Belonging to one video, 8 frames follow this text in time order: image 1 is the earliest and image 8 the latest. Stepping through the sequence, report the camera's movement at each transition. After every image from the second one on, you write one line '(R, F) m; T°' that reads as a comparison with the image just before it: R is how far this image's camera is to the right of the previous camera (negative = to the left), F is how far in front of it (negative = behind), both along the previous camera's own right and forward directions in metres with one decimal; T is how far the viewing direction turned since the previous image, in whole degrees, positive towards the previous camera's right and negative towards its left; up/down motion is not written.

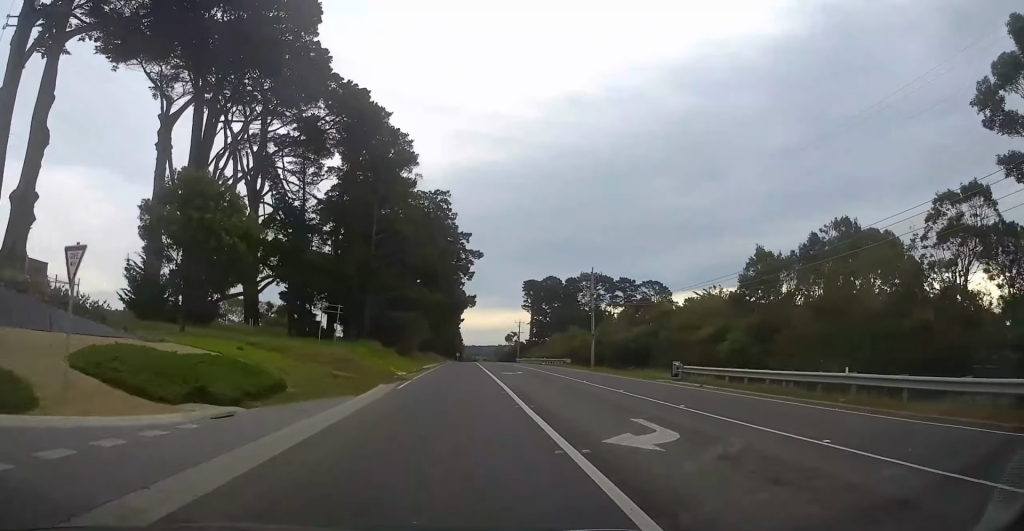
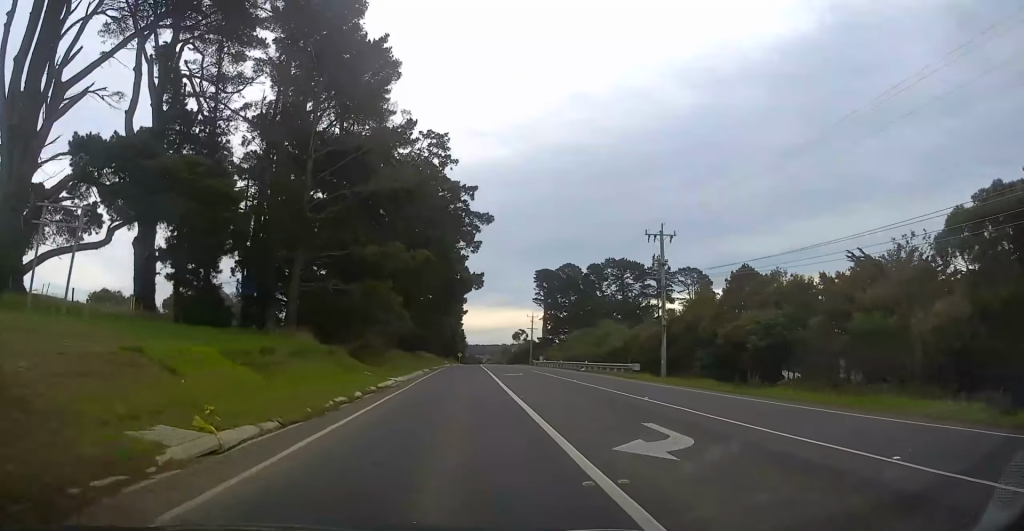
(-0.3, +27.0) m; -1°
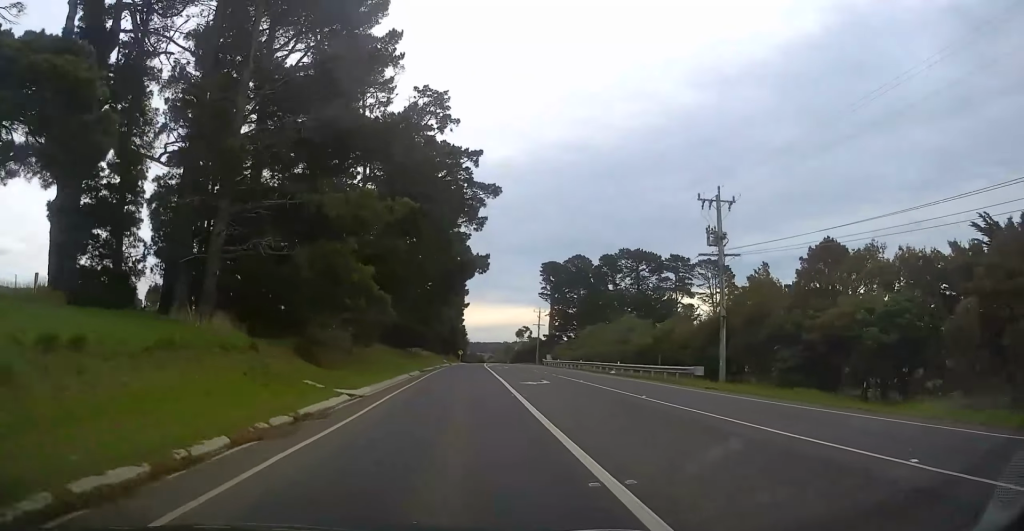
(-0.2, +12.1) m; 0°
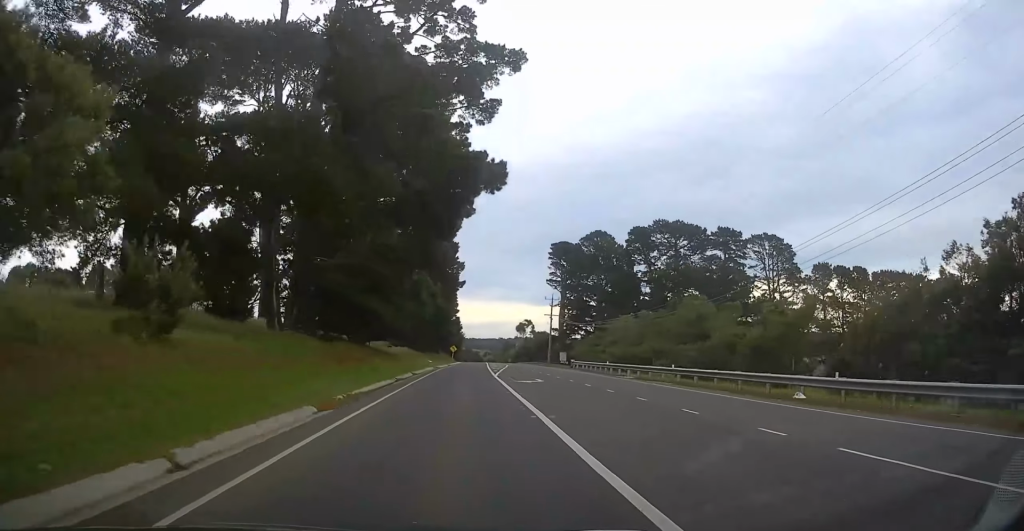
(+0.2, +27.8) m; +1°
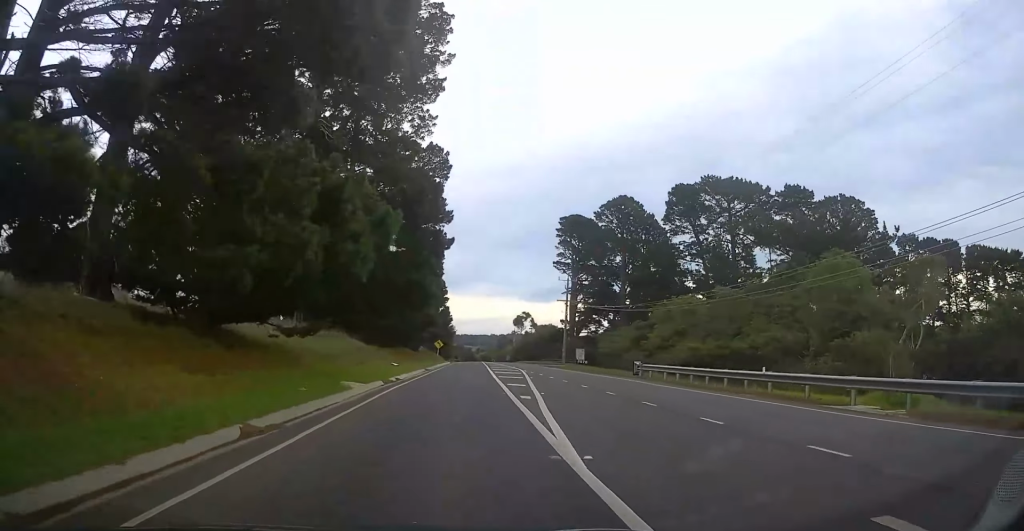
(+0.2, +26.6) m; 0°
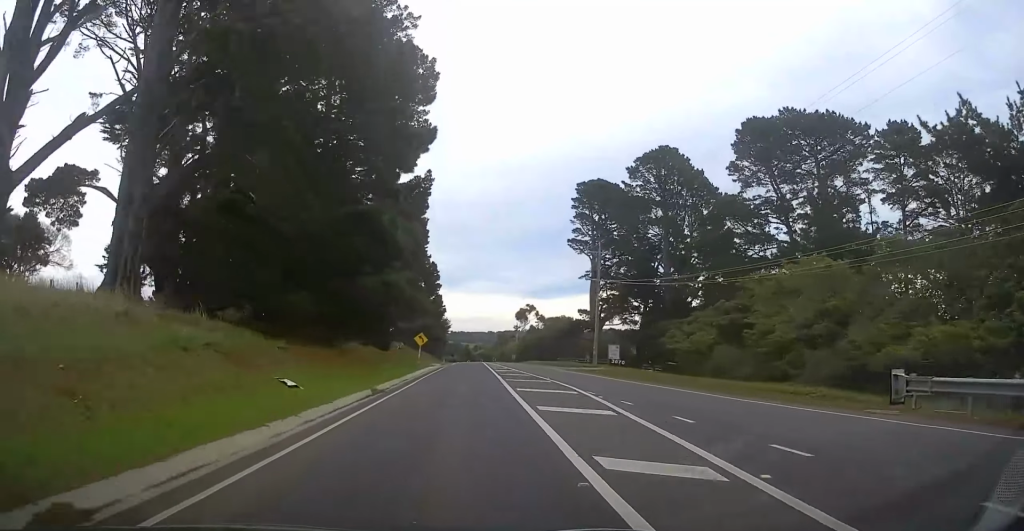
(-0.2, +23.0) m; 0°
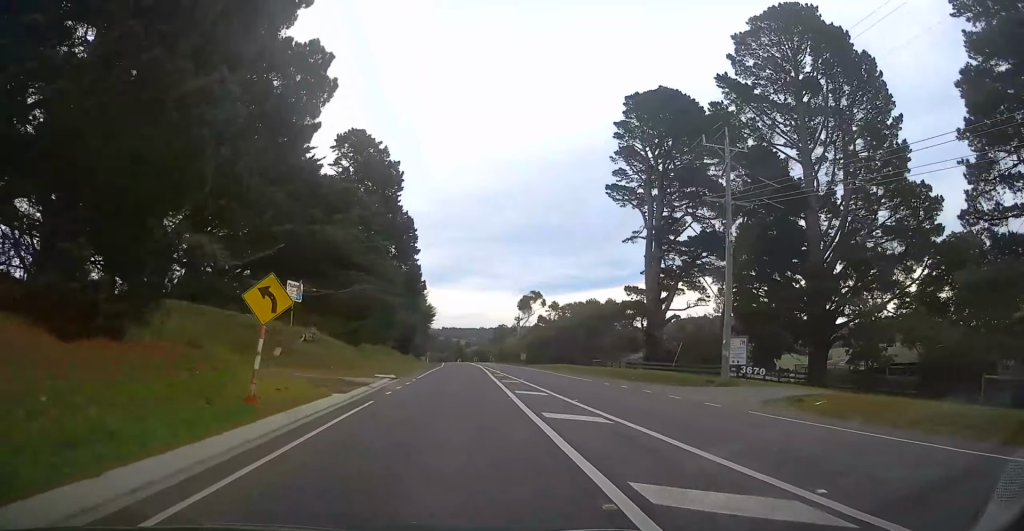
(+0.2, +35.4) m; +1°
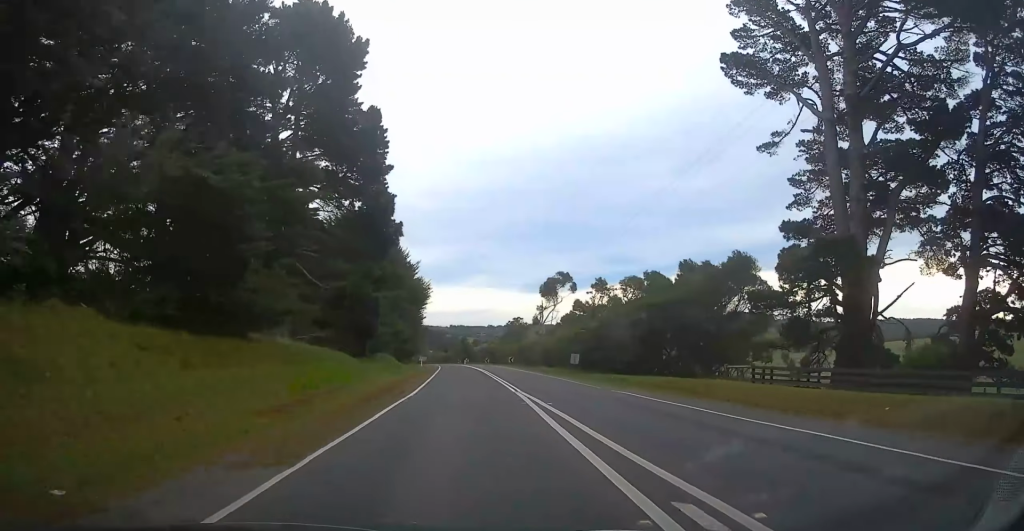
(+0.1, +35.0) m; 0°
